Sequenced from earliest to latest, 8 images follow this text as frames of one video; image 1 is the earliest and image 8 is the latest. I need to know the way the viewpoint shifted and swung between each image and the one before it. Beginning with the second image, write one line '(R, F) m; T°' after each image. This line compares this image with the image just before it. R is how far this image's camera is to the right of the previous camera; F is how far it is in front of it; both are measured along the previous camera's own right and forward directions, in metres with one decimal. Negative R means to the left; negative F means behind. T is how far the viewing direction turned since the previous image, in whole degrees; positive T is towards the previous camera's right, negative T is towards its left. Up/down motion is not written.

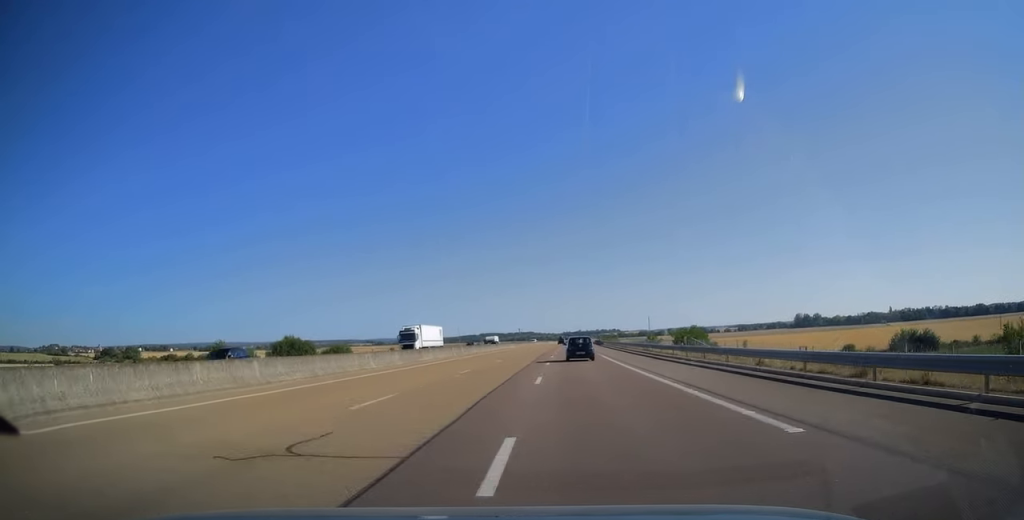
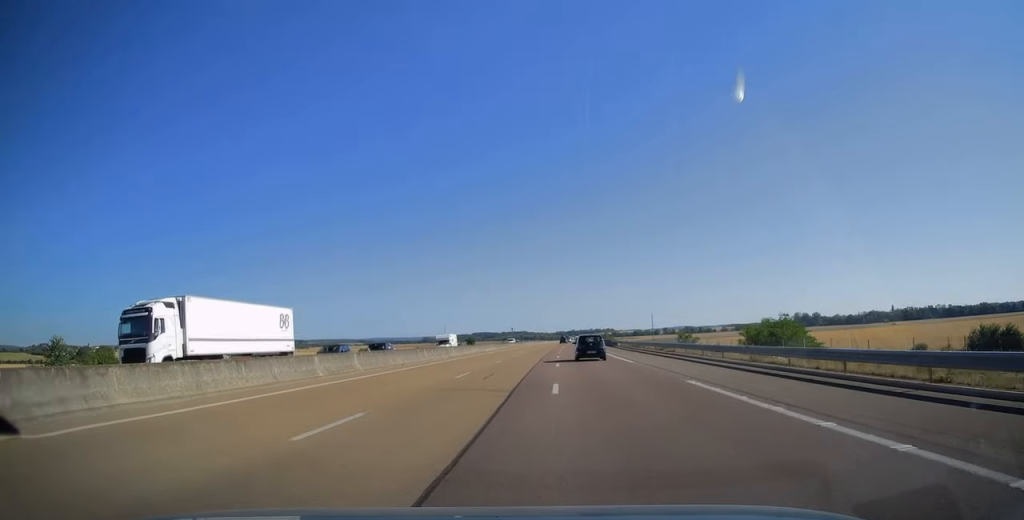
(+0.1, +29.8) m; +1°
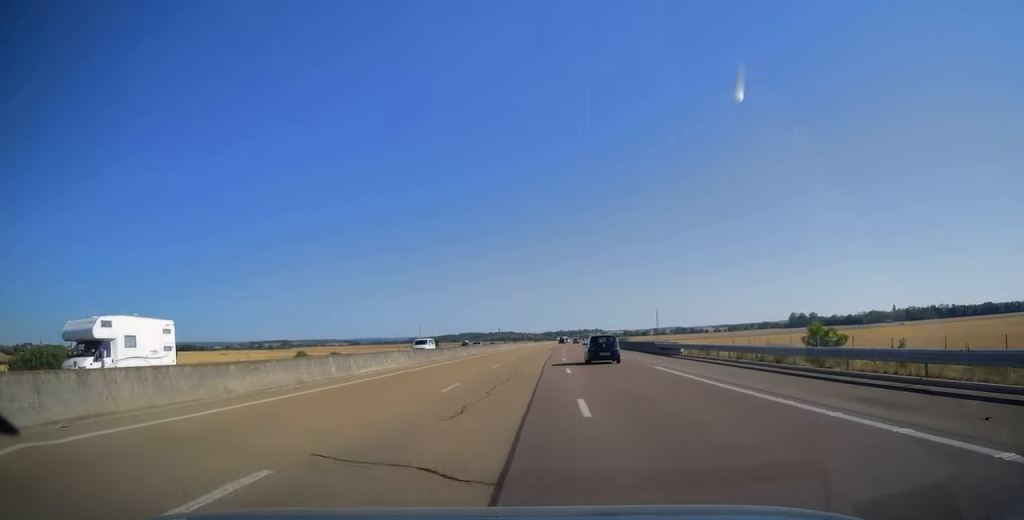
(+0.3, +43.1) m; +1°
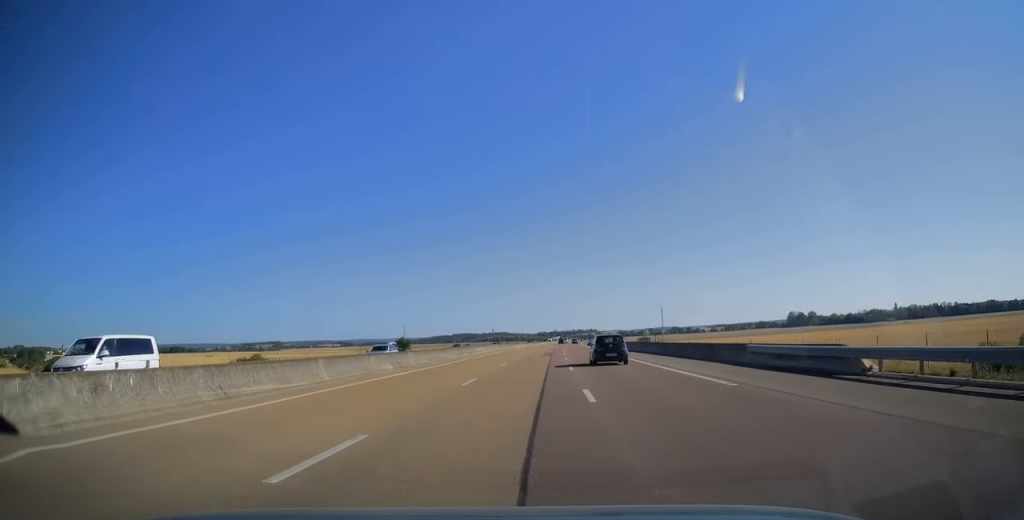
(+0.1, +23.6) m; +1°
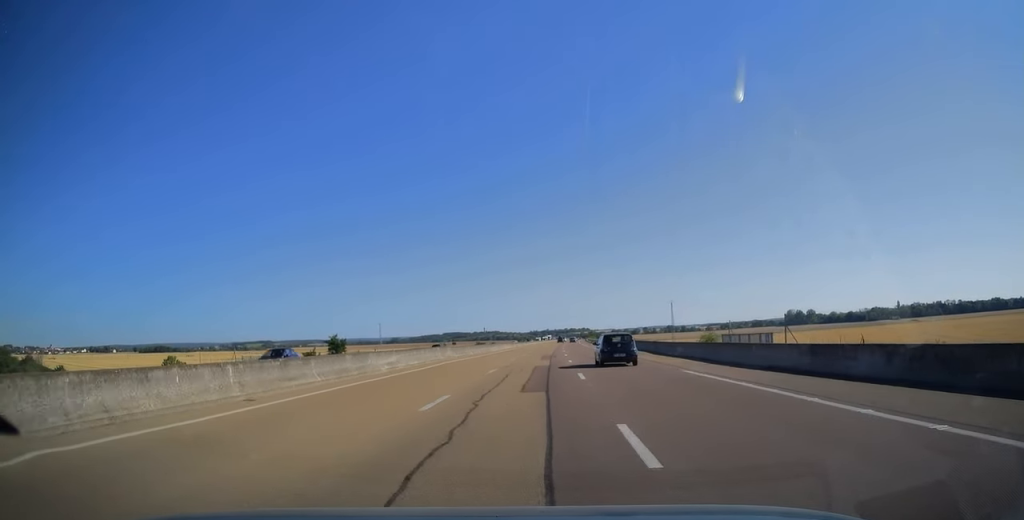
(+0.2, +32.4) m; +1°
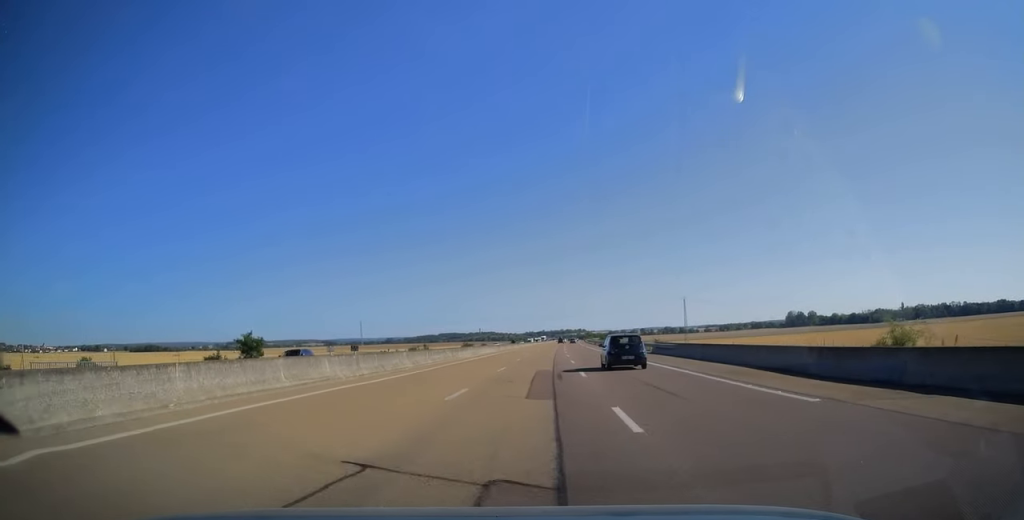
(+0.1, +23.7) m; +1°
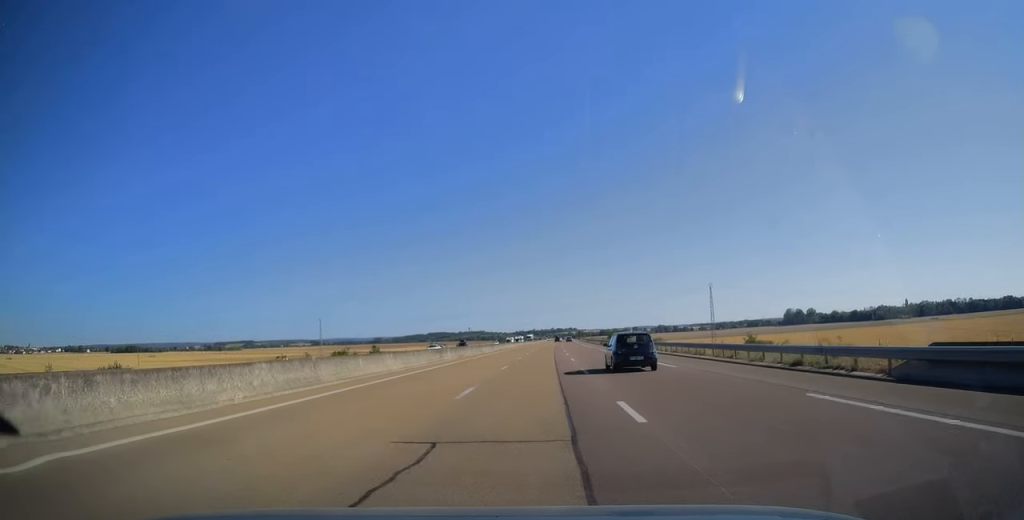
(+0.4, +38.0) m; +1°
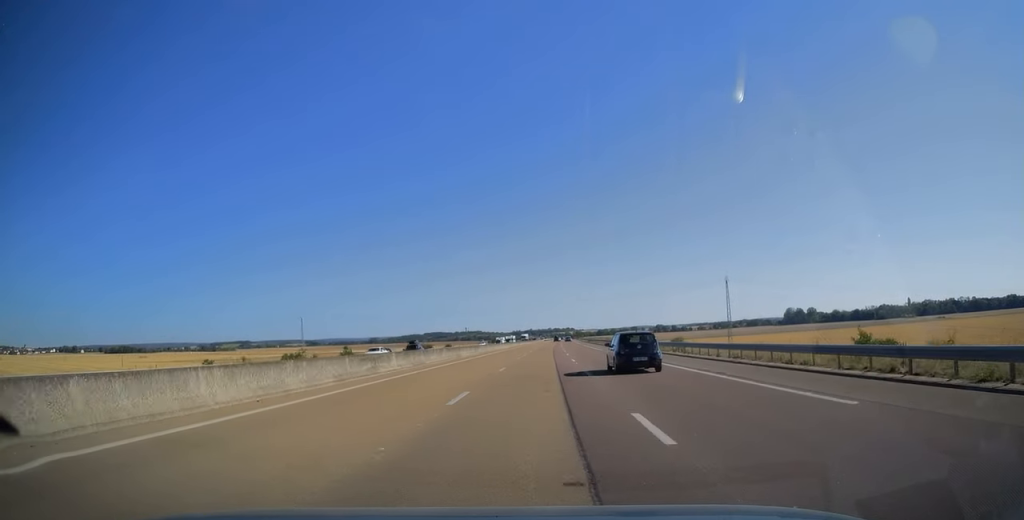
(+0.1, +14.9) m; 0°
